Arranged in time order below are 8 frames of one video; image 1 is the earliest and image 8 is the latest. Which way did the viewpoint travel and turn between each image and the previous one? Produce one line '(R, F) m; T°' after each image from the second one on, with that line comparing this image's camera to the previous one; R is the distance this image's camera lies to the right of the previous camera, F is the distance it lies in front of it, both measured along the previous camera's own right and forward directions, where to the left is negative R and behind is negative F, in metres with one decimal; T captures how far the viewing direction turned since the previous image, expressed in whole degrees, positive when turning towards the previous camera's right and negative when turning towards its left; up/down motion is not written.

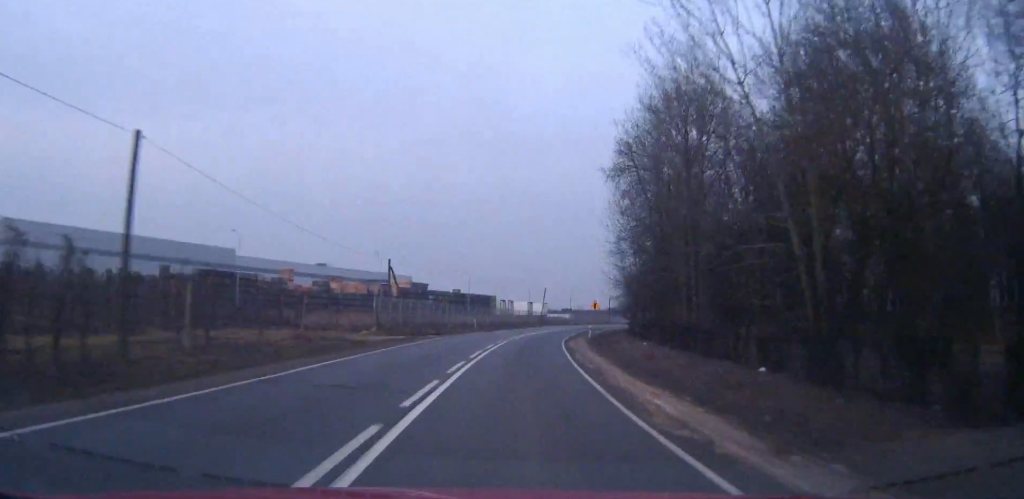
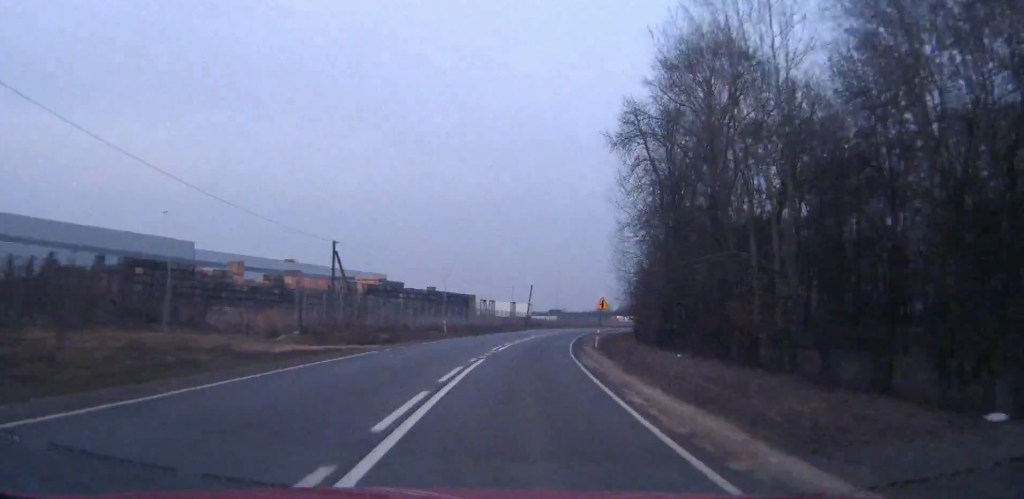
(+0.1, +14.2) m; +1°
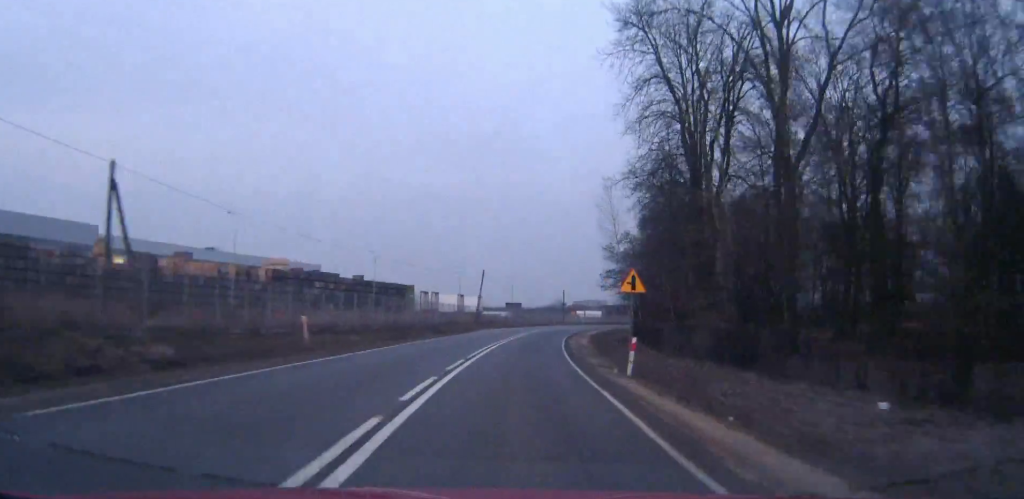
(+0.5, +23.4) m; +3°
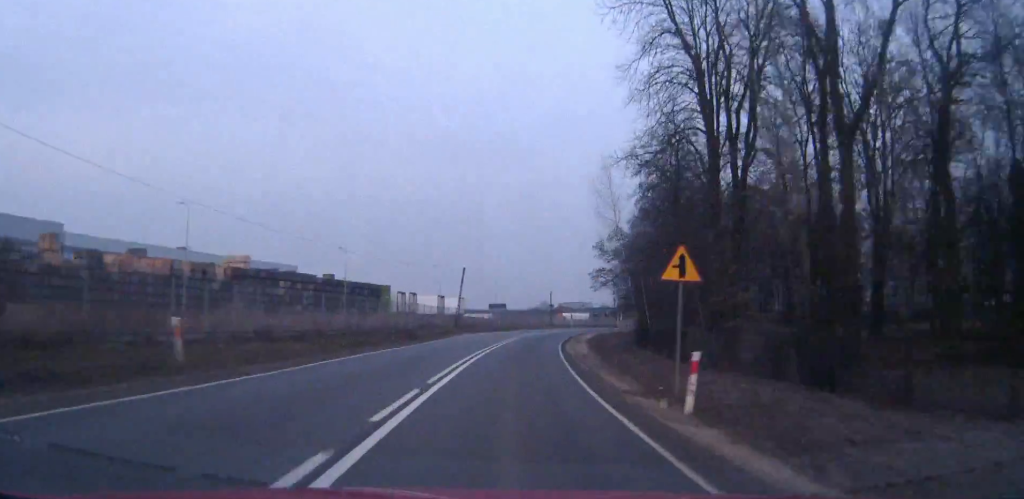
(+0.2, +7.8) m; +1°
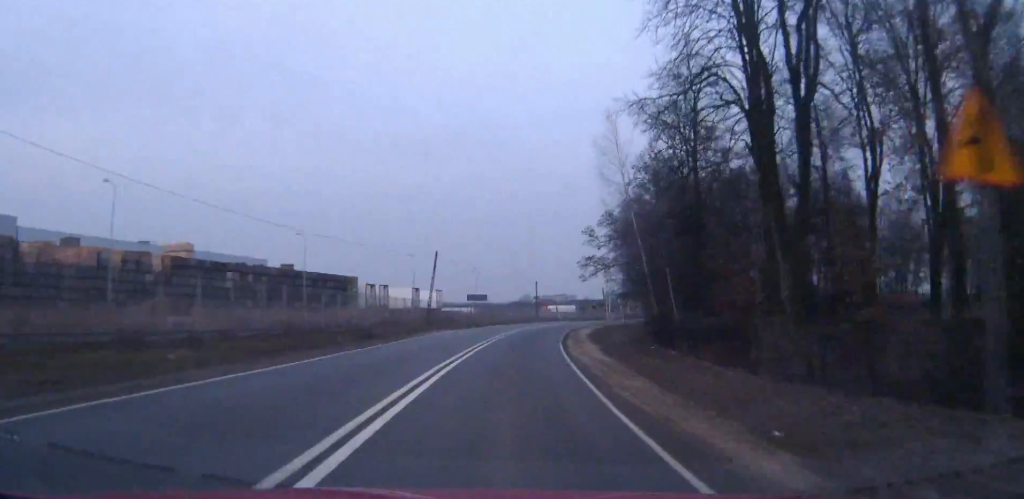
(+0.1, +10.4) m; +2°
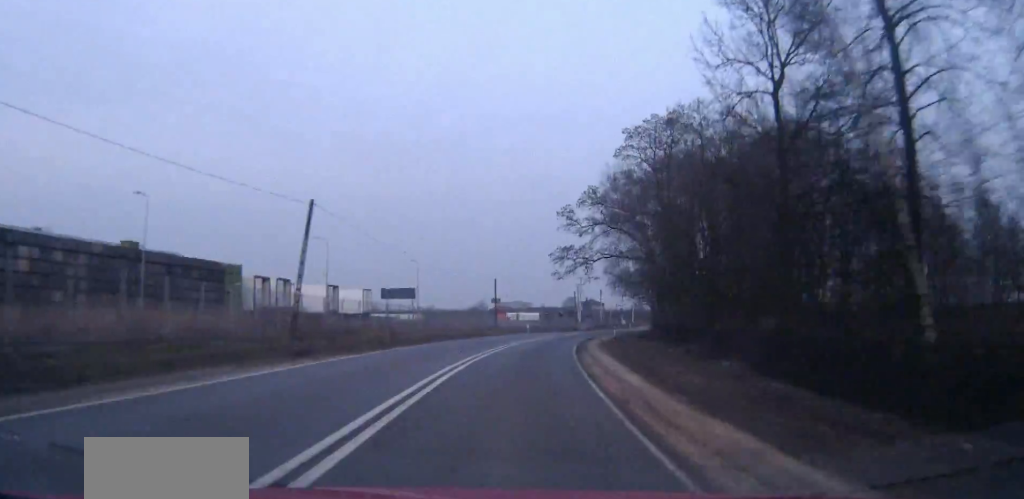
(+0.9, +27.3) m; +4°
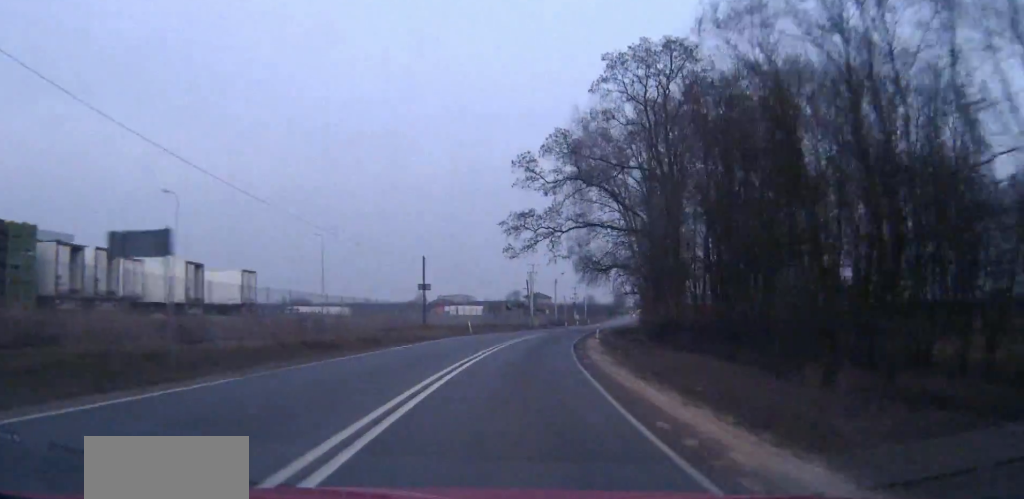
(+0.8, +24.1) m; +4°
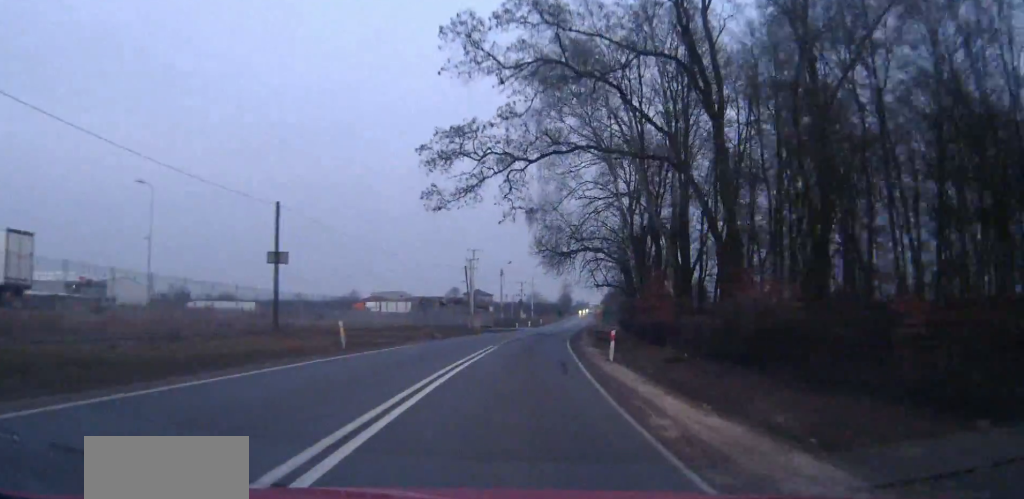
(+1.0, +26.7) m; +5°
